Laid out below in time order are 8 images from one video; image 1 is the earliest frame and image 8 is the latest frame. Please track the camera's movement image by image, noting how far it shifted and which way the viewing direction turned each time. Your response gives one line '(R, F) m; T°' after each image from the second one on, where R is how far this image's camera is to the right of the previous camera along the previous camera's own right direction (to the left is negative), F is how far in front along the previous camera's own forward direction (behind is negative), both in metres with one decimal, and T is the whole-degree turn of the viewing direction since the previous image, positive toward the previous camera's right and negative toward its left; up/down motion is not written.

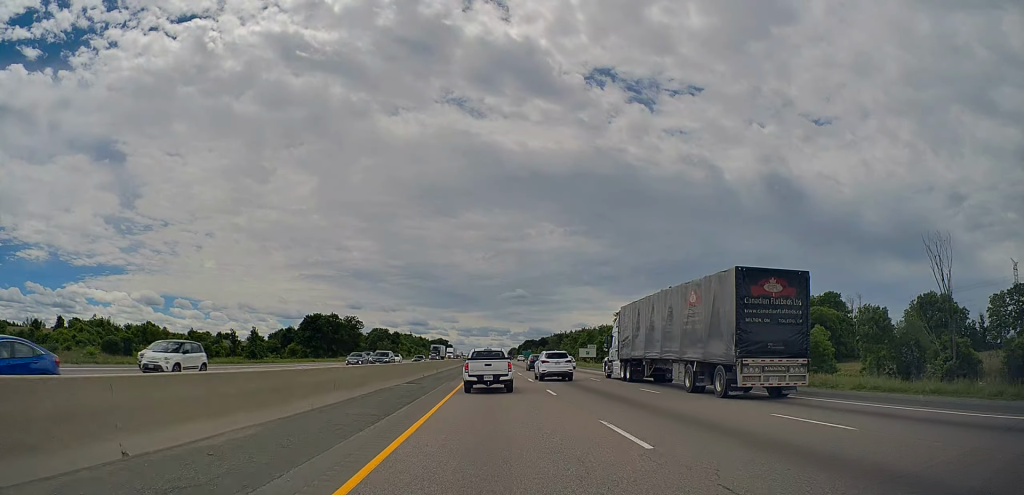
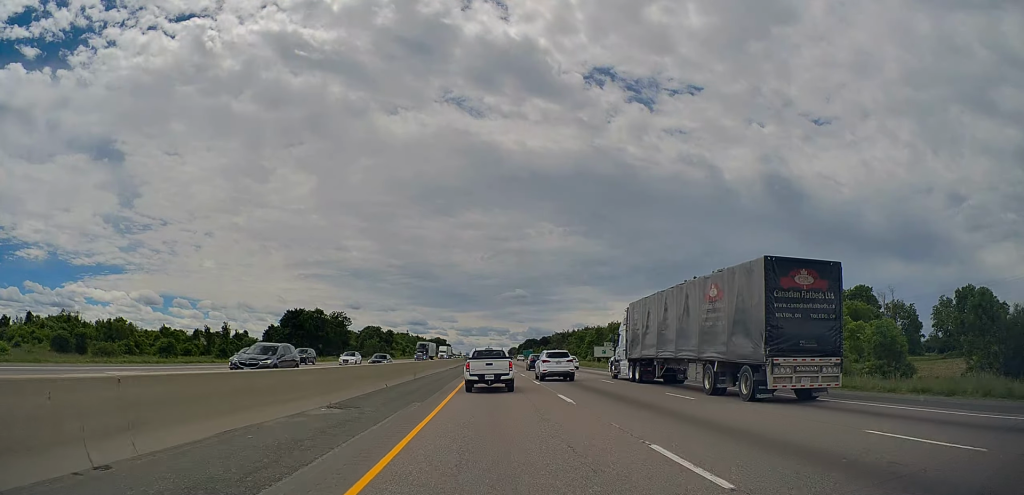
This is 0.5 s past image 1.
(+0.2, +15.7) m; 0°
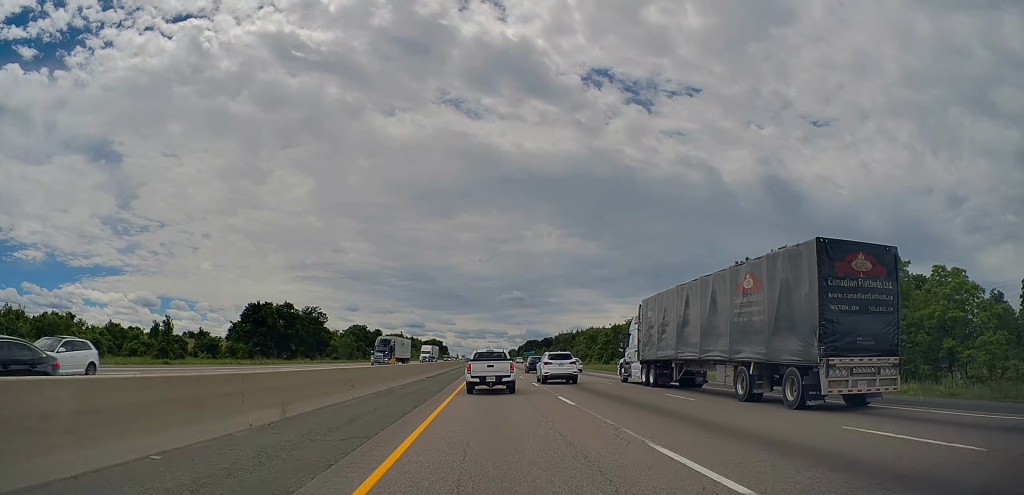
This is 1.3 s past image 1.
(+0.1, +24.0) m; 0°
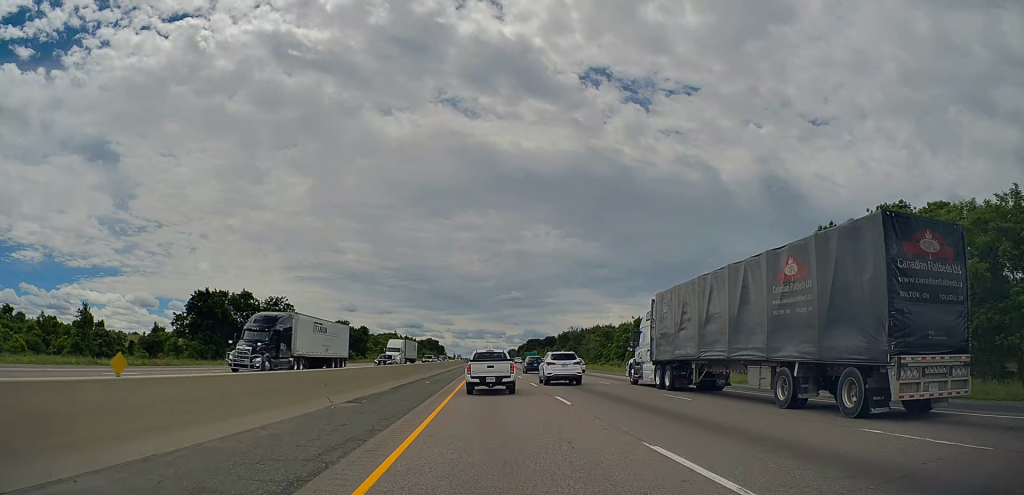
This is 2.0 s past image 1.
(+0.1, +23.9) m; -1°
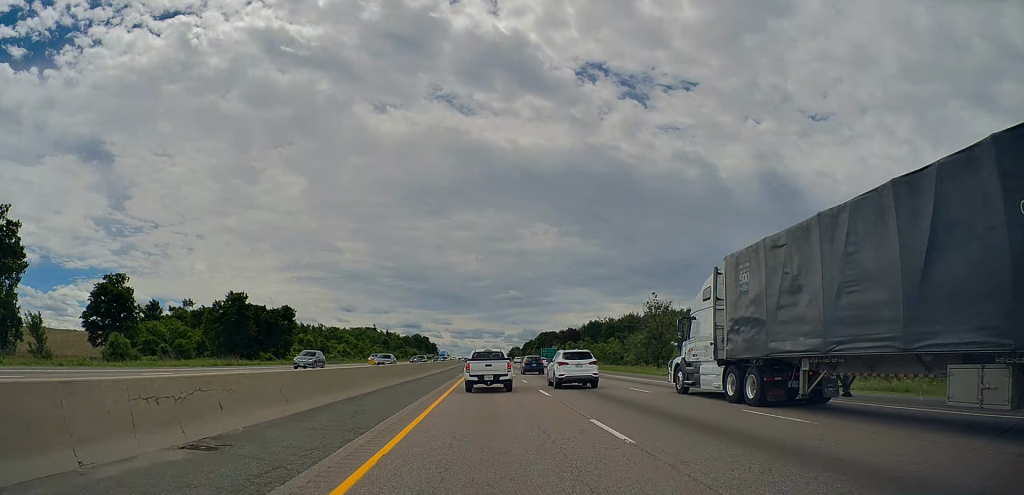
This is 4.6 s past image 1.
(+0.9, +80.2) m; 0°
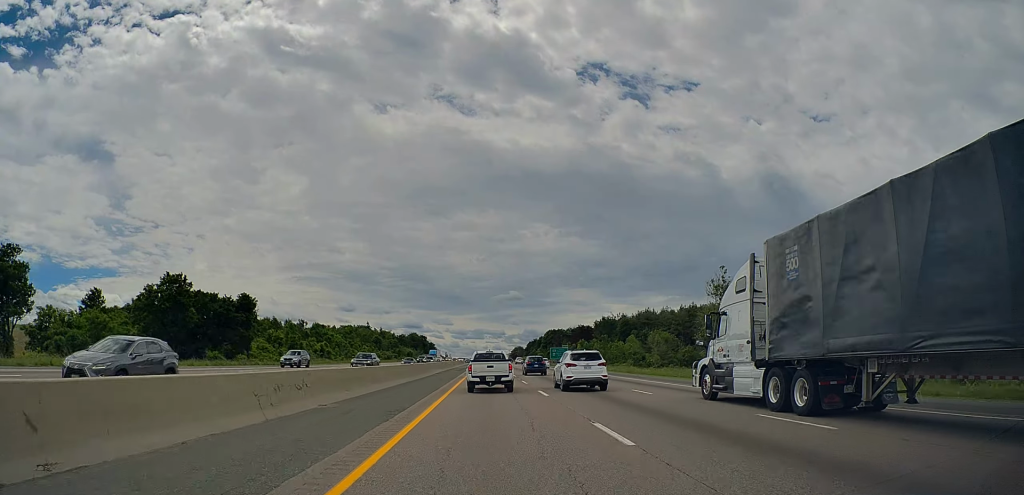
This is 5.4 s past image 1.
(-0.3, +23.9) m; 0°
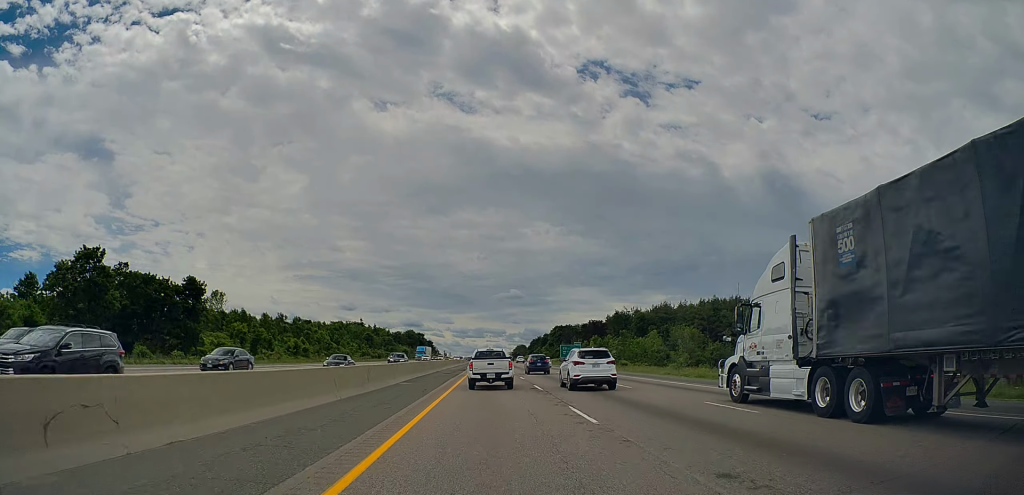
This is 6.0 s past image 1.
(+0.3, +20.9) m; +1°
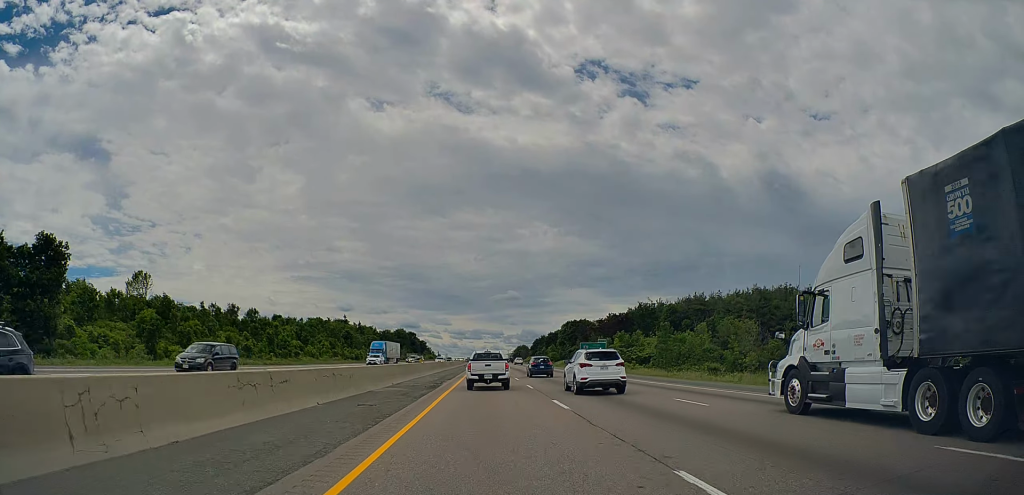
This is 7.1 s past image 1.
(+0.3, +33.3) m; -1°
